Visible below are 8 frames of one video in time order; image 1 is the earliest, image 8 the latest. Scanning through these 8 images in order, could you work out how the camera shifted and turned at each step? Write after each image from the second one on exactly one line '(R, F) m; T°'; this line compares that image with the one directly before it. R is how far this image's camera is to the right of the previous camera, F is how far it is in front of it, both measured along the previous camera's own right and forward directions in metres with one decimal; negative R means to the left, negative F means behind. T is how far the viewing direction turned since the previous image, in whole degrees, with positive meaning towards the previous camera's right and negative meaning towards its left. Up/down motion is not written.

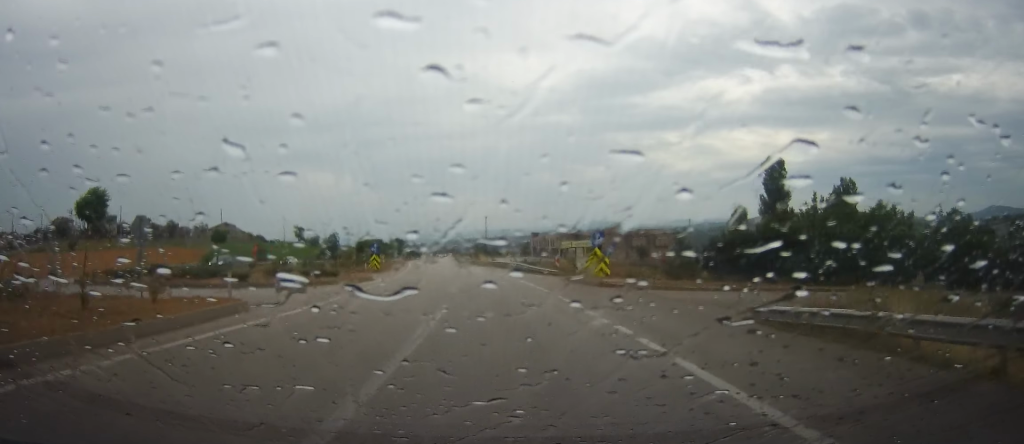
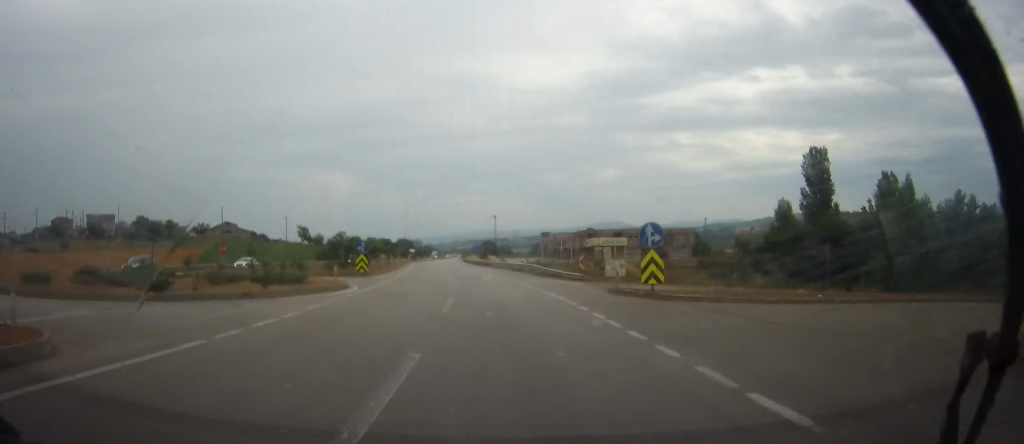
(-0.2, +8.3) m; -1°
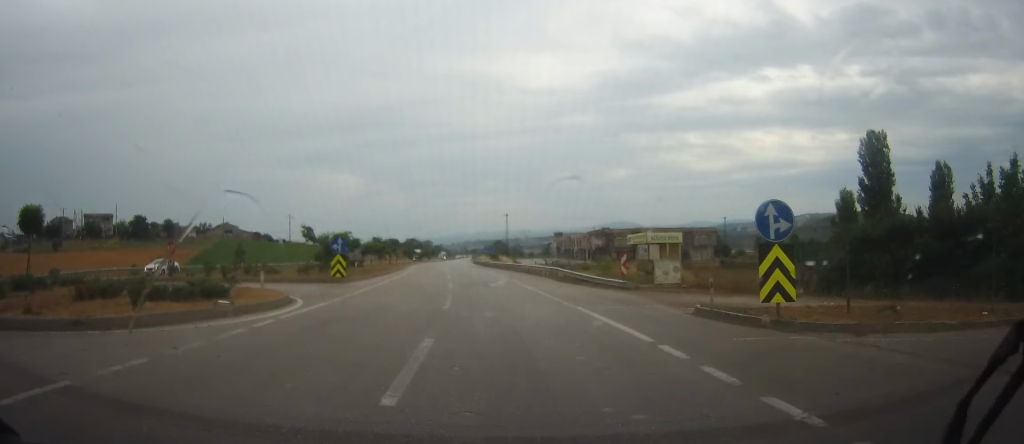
(-0.1, +10.2) m; -1°
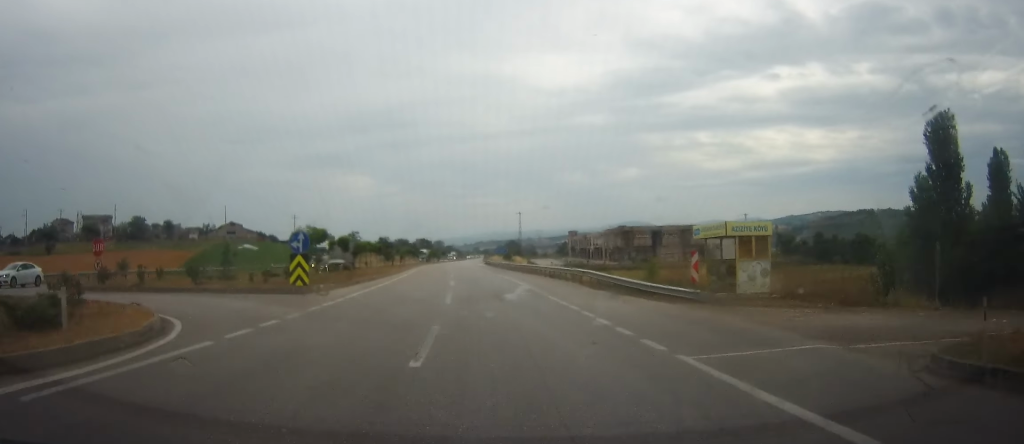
(-0.1, +9.4) m; -1°
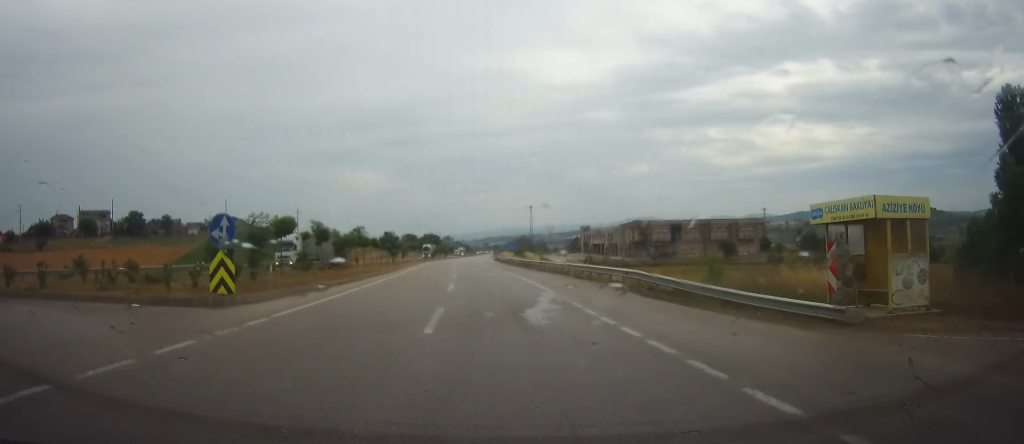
(0.0, +9.4) m; -1°
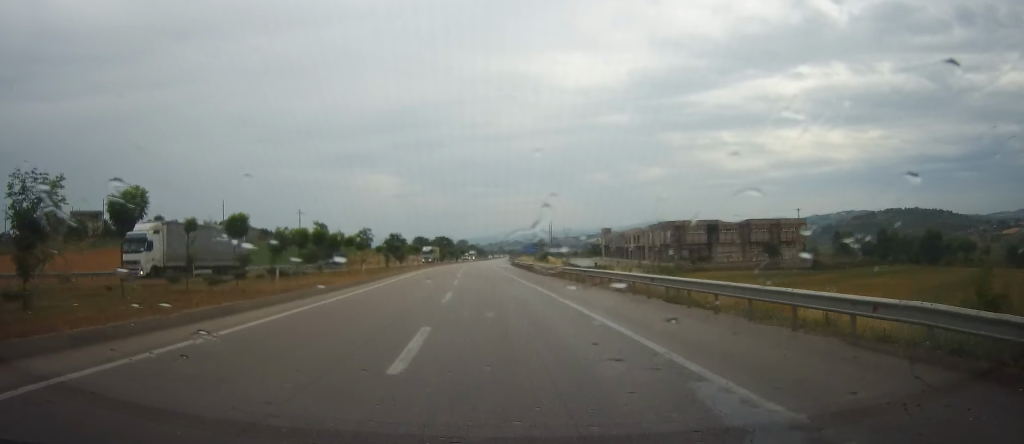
(-0.1, +15.8) m; -2°
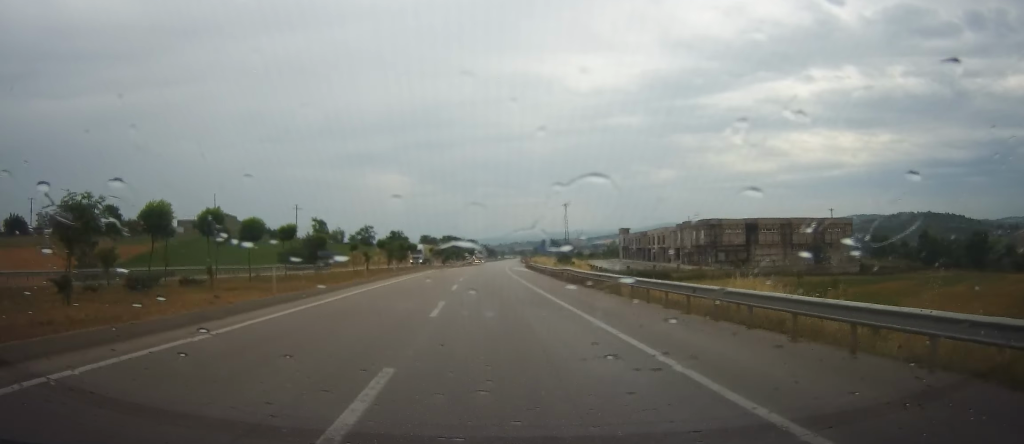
(-0.4, +16.4) m; 0°
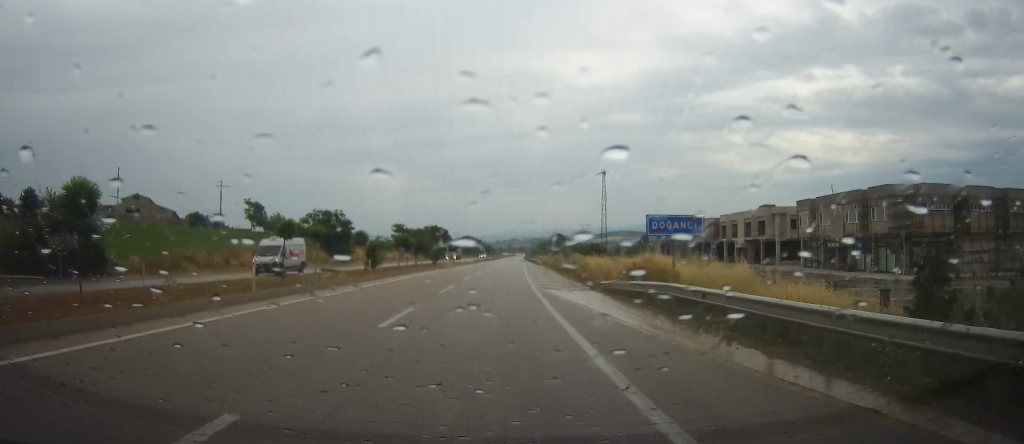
(-0.1, +61.7) m; -1°
